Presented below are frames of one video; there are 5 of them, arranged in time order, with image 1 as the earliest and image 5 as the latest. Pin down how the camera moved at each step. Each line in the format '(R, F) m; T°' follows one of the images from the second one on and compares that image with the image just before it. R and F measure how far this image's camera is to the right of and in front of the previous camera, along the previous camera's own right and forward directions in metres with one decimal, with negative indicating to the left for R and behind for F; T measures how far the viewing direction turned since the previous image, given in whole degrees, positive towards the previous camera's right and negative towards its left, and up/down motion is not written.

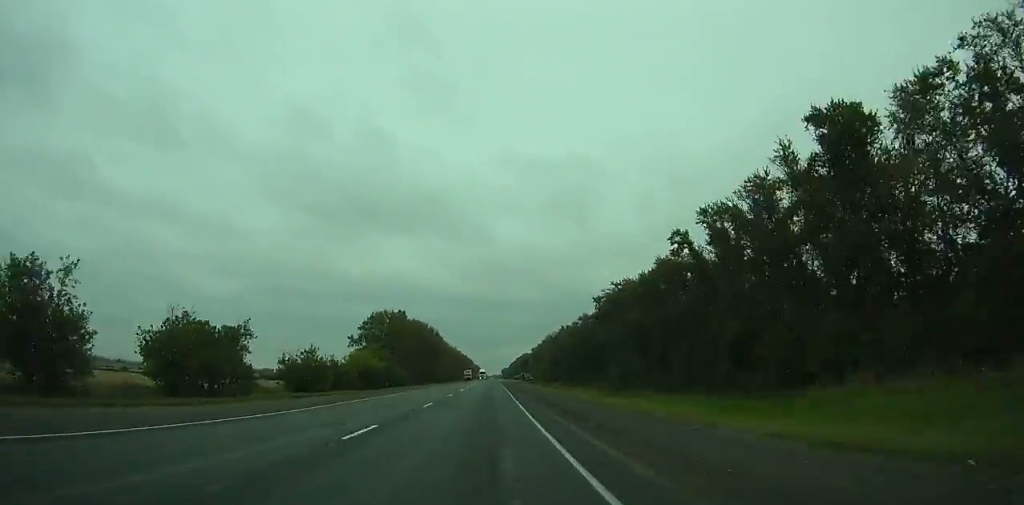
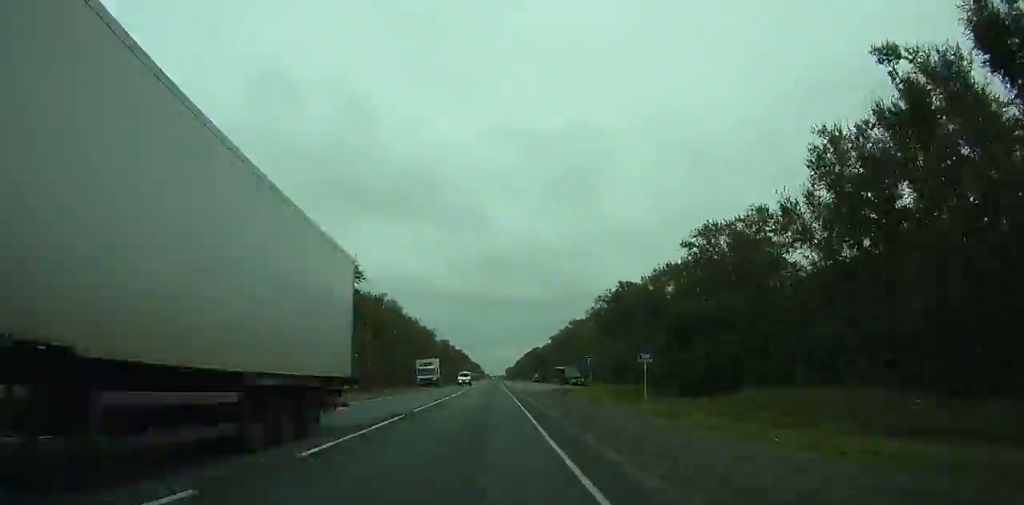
(-0.4, +122.2) m; 0°
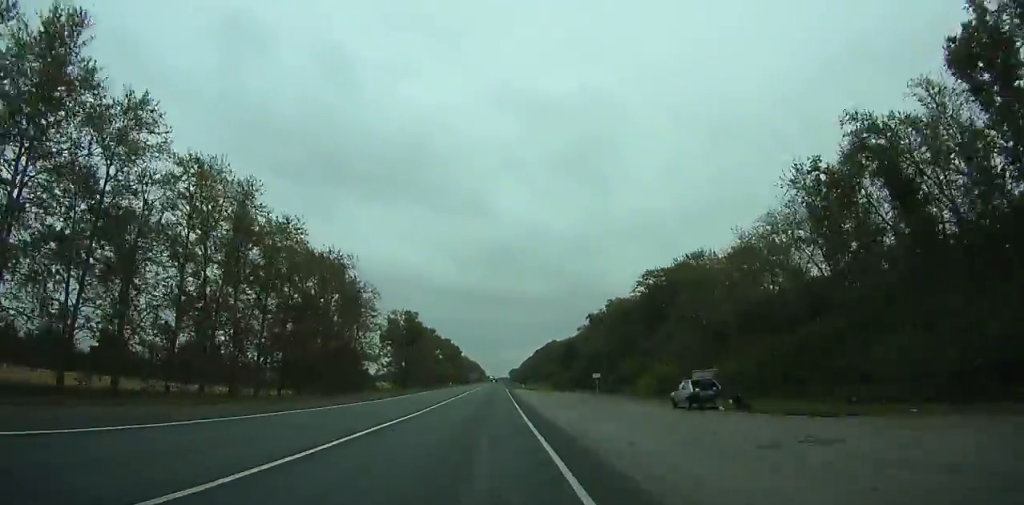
(-0.1, +116.6) m; 0°
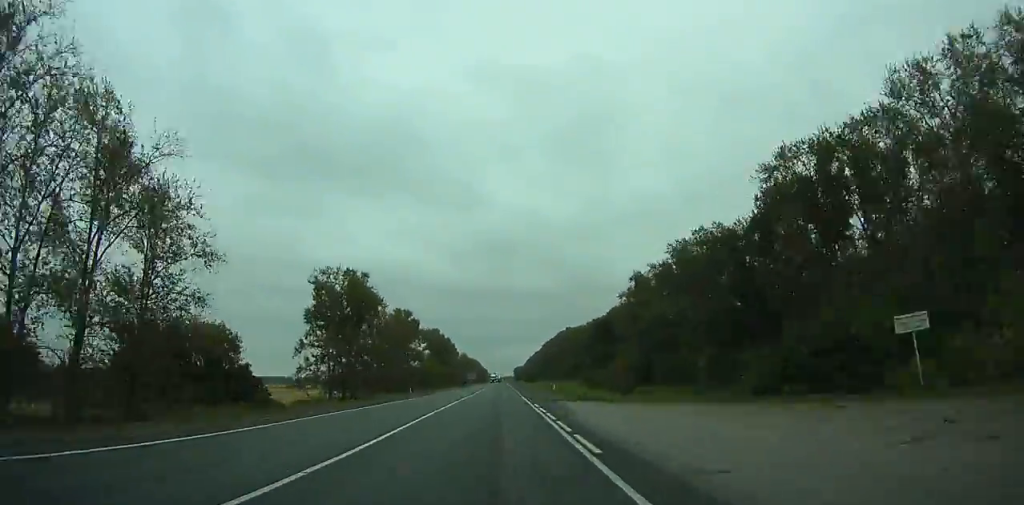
(-0.1, +58.8) m; 0°
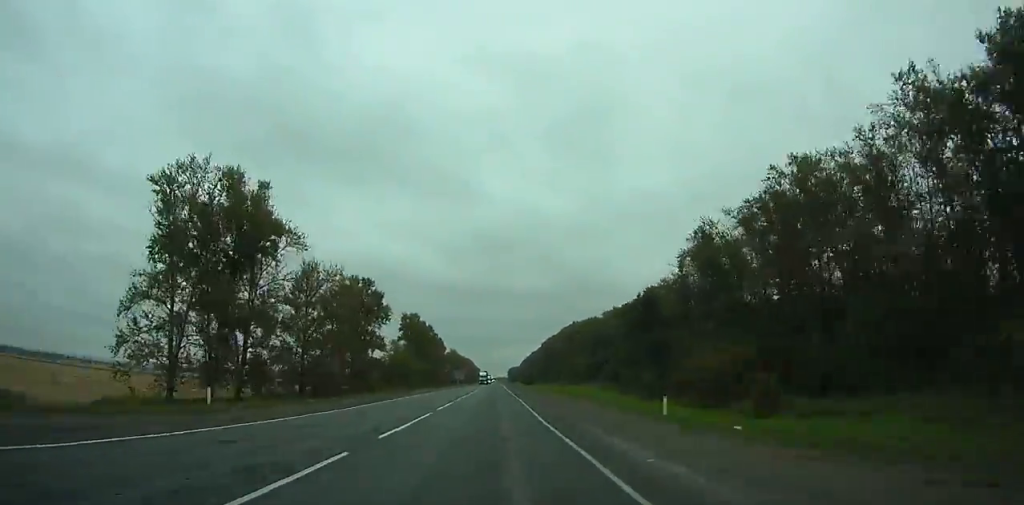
(-0.1, +40.0) m; 0°
